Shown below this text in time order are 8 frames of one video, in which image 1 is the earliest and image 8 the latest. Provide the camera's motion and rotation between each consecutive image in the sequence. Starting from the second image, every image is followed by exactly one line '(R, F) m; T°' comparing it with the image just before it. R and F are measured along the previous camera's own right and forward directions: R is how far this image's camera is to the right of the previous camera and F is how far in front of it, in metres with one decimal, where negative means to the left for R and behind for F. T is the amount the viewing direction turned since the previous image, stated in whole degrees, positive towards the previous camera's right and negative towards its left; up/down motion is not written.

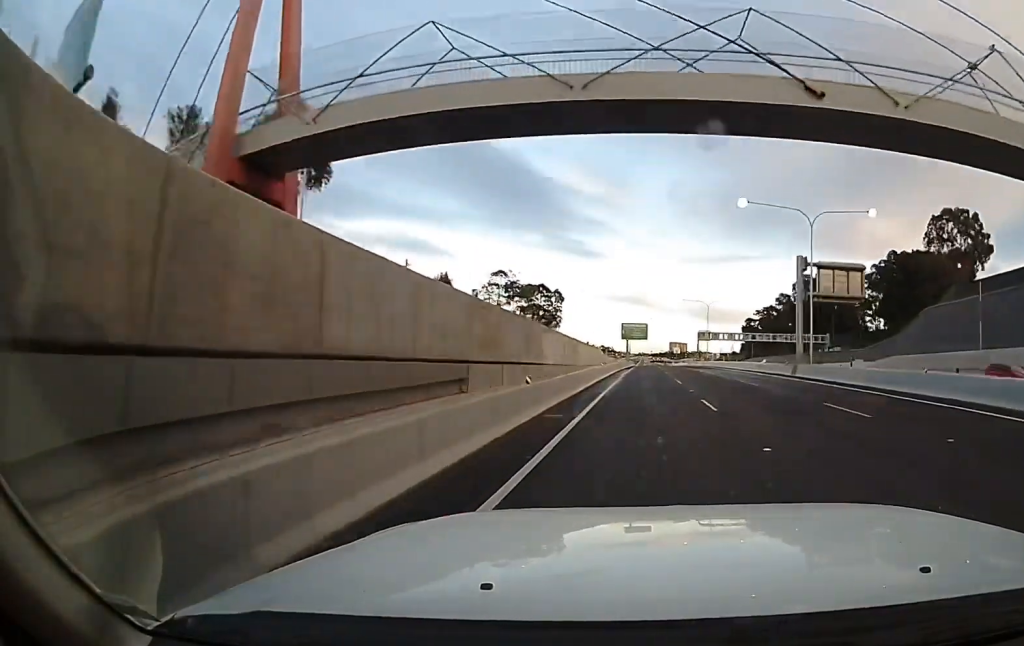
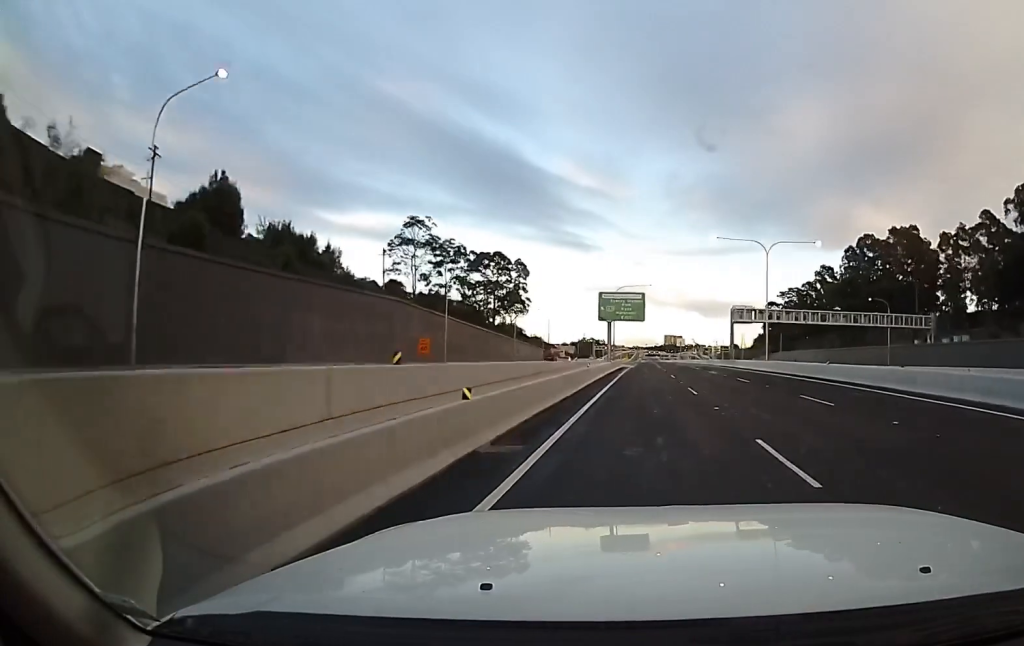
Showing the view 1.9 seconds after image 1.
(+1.1, +45.4) m; +3°
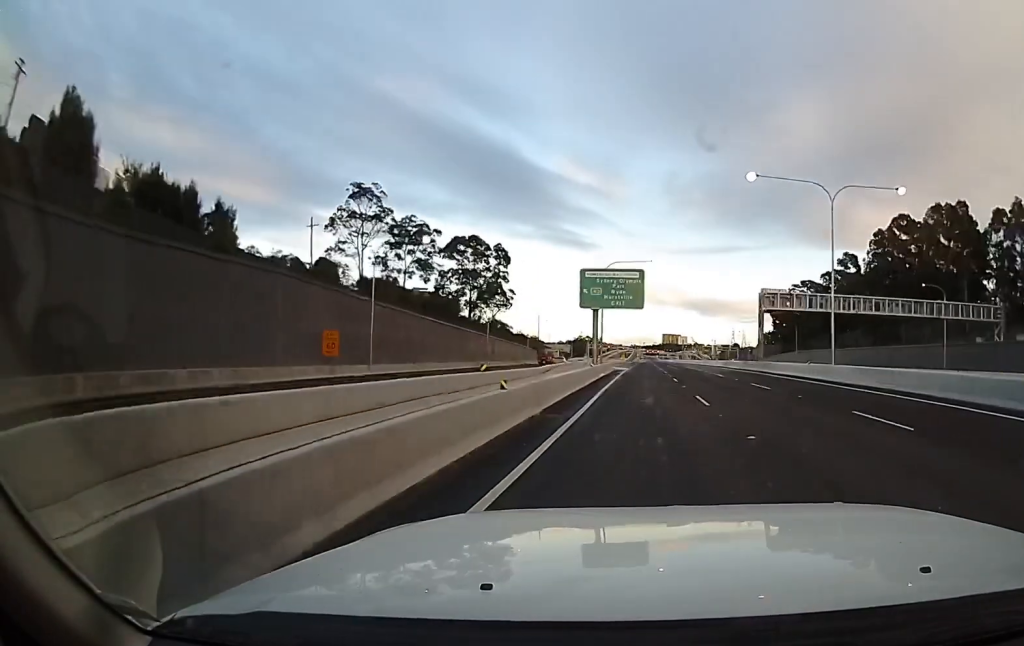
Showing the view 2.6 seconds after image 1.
(+0.1, +15.6) m; +1°
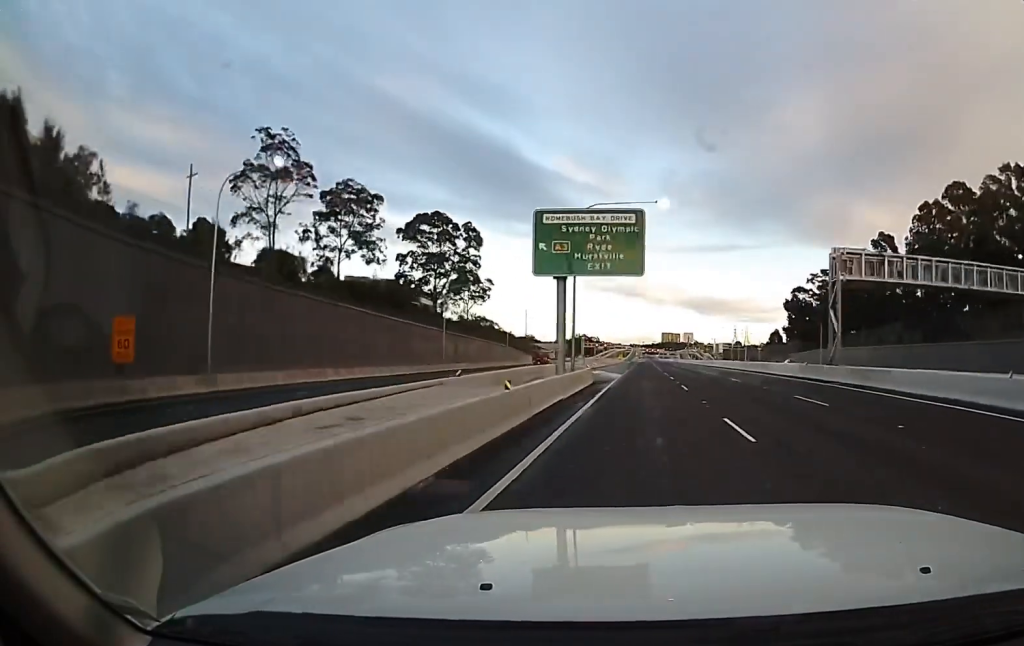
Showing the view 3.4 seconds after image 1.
(+0.3, +18.4) m; 0°
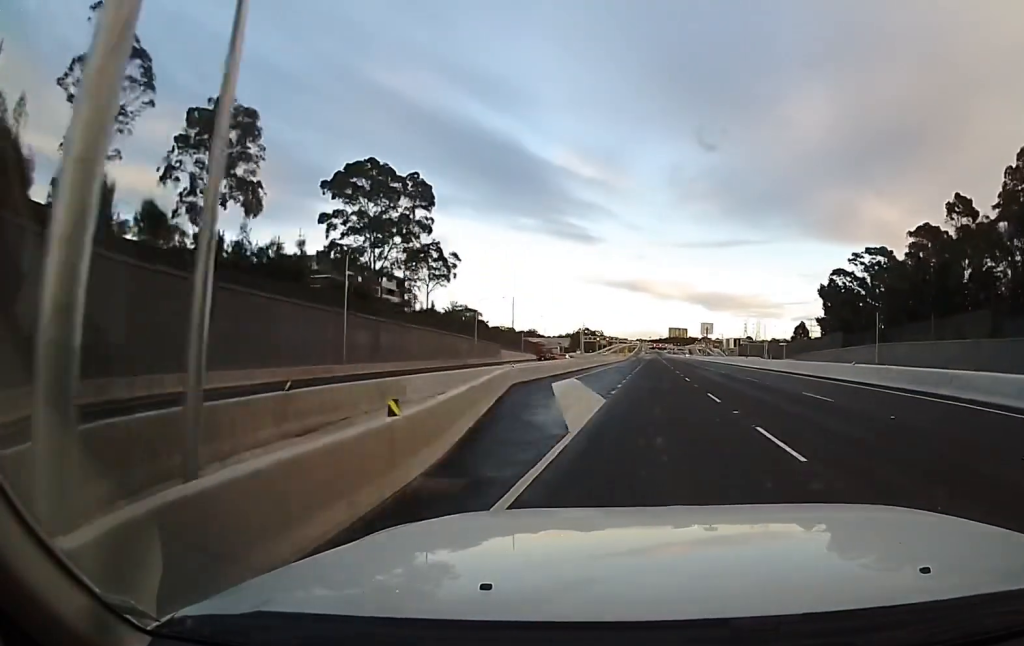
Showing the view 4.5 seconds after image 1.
(-0.5, +23.8) m; -1°
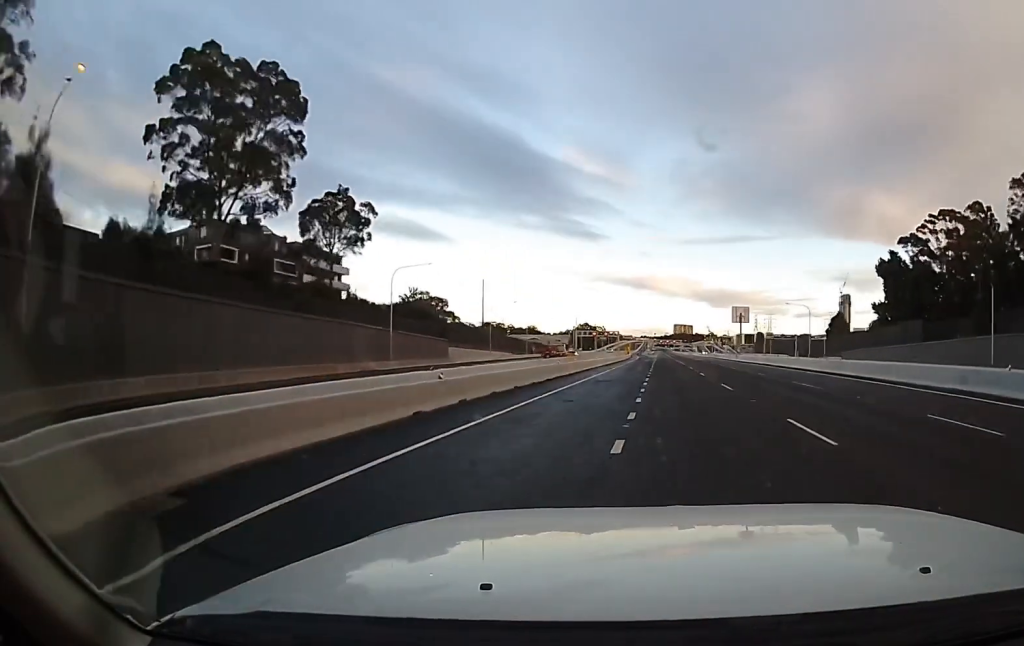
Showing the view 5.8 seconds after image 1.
(+0.3, +29.4) m; 0°
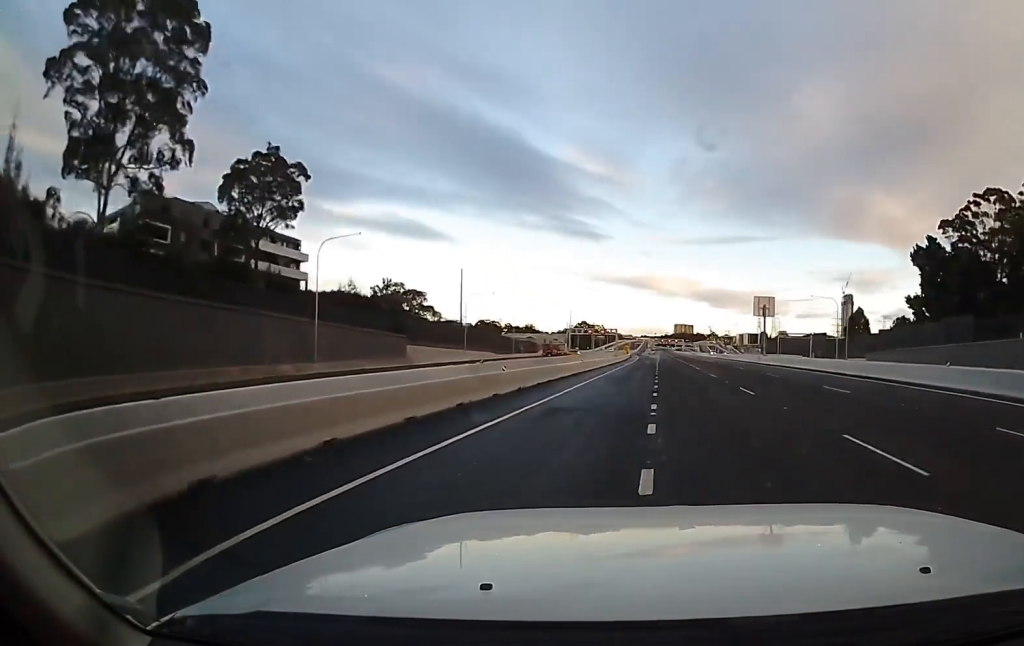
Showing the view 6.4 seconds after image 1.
(+0.1, +13.3) m; -1°
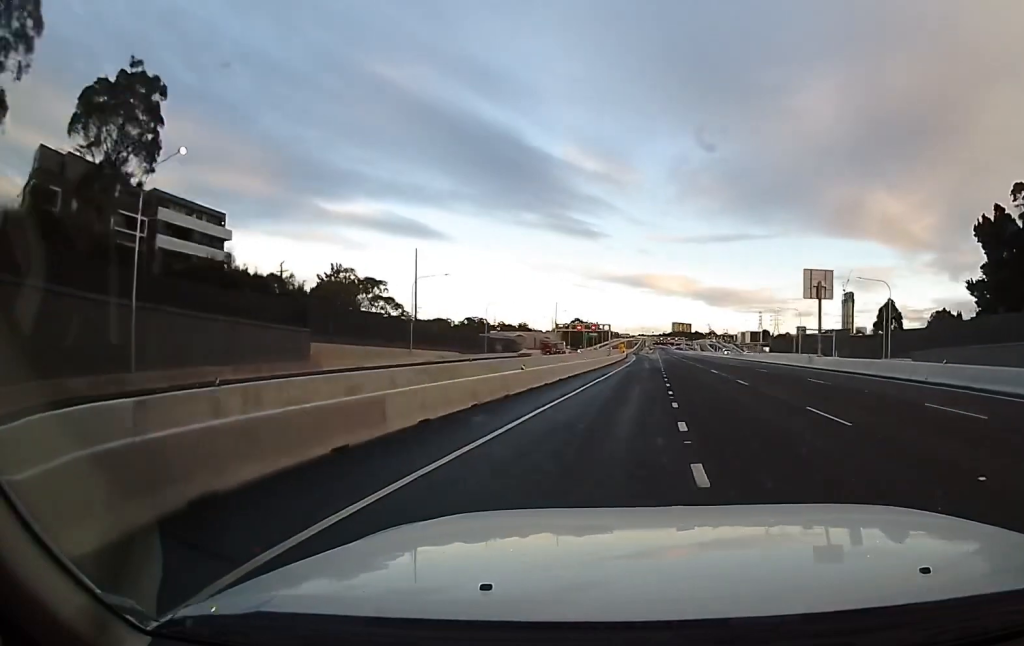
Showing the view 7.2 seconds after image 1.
(-0.4, +18.4) m; -1°
